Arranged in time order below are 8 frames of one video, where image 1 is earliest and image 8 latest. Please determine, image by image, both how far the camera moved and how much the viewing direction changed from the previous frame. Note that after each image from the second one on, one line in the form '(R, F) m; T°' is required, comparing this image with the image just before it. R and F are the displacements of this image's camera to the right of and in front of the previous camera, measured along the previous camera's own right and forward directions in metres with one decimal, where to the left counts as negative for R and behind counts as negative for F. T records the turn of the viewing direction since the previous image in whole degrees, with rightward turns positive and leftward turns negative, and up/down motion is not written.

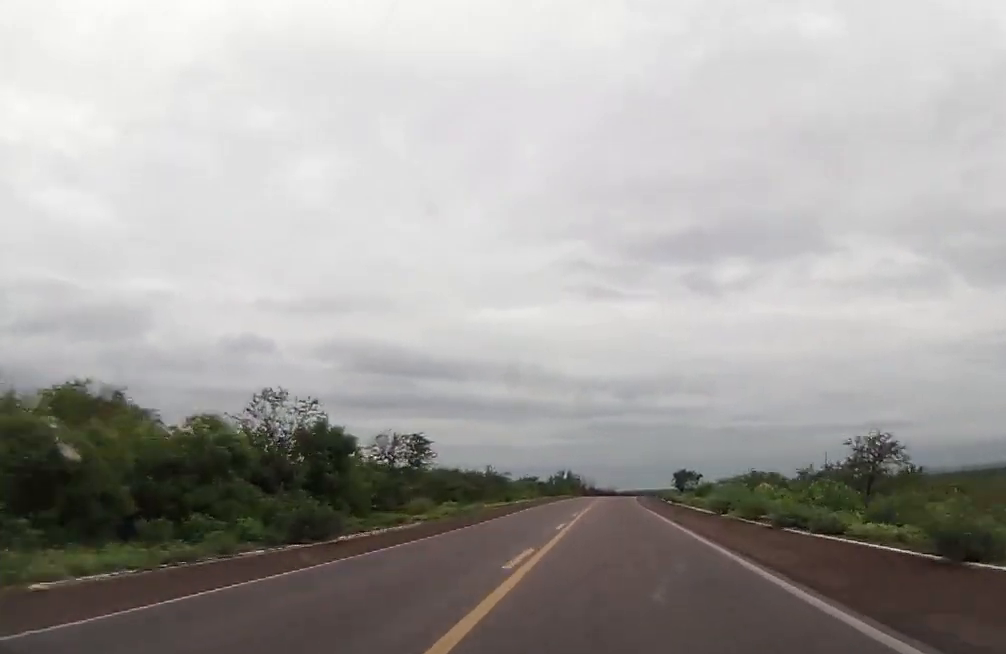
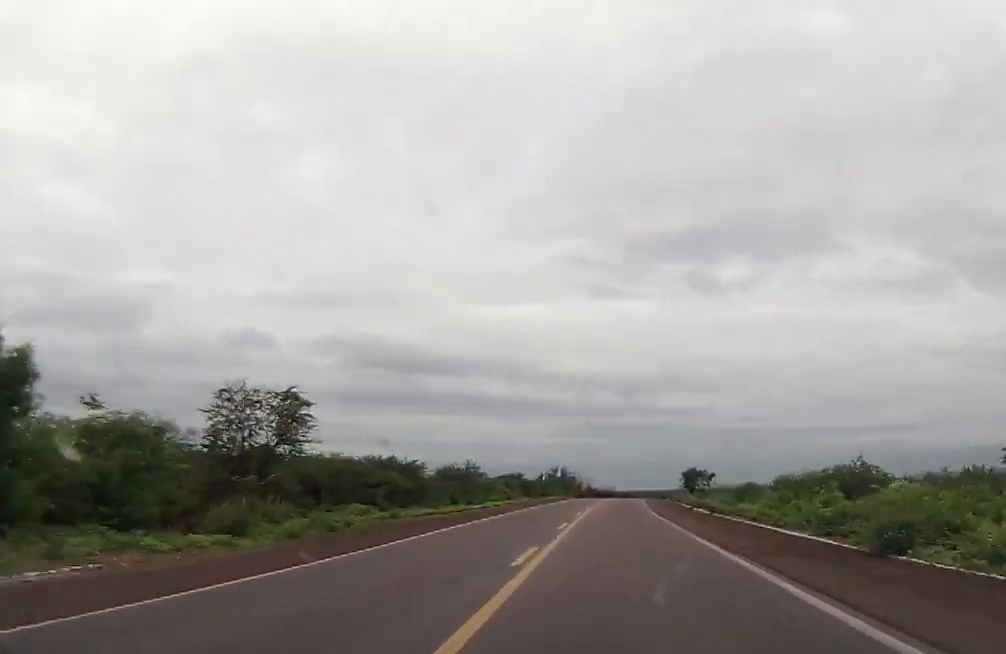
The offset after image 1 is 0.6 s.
(+0.1, +23.7) m; 0°
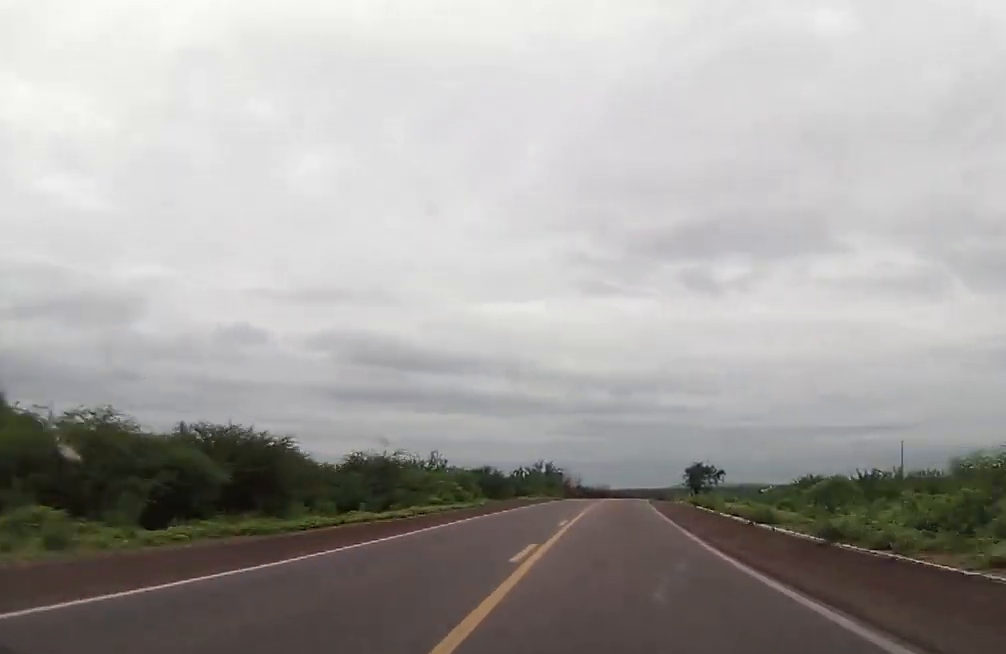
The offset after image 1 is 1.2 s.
(-0.3, +23.4) m; 0°
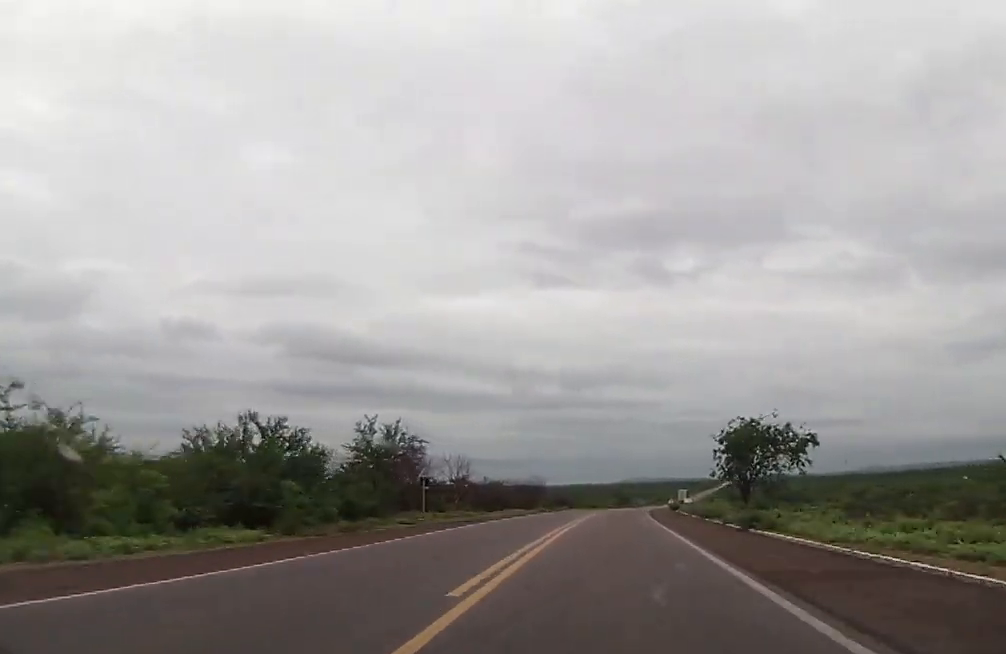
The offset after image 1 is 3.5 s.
(+1.9, +88.1) m; +3°
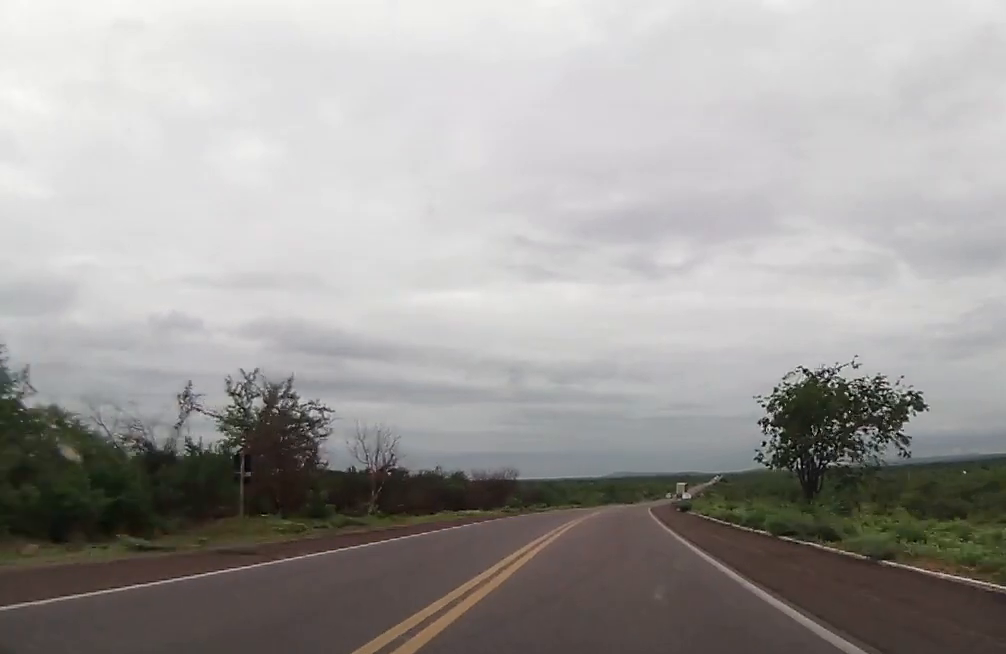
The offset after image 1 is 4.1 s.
(-0.3, +21.3) m; +1°
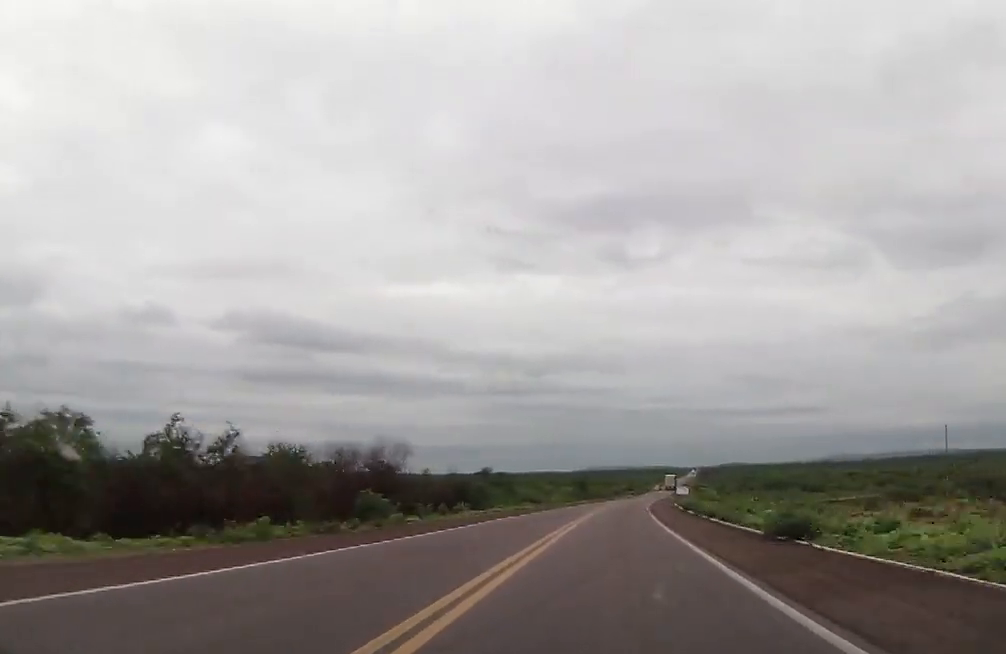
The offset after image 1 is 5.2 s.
(+0.6, +42.7) m; +2°
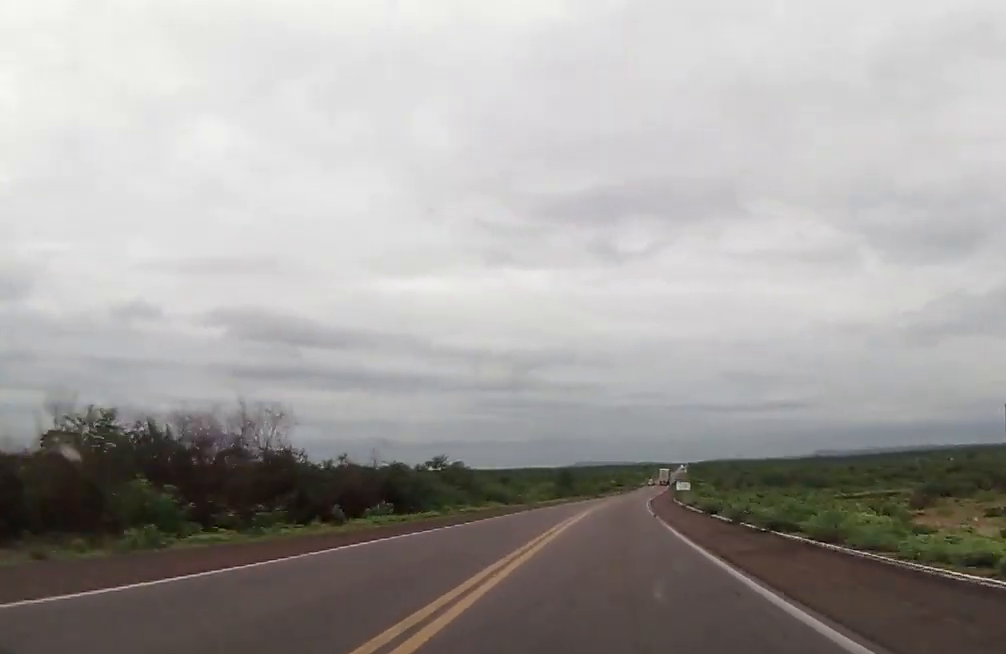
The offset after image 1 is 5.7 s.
(+0.2, +18.9) m; +1°
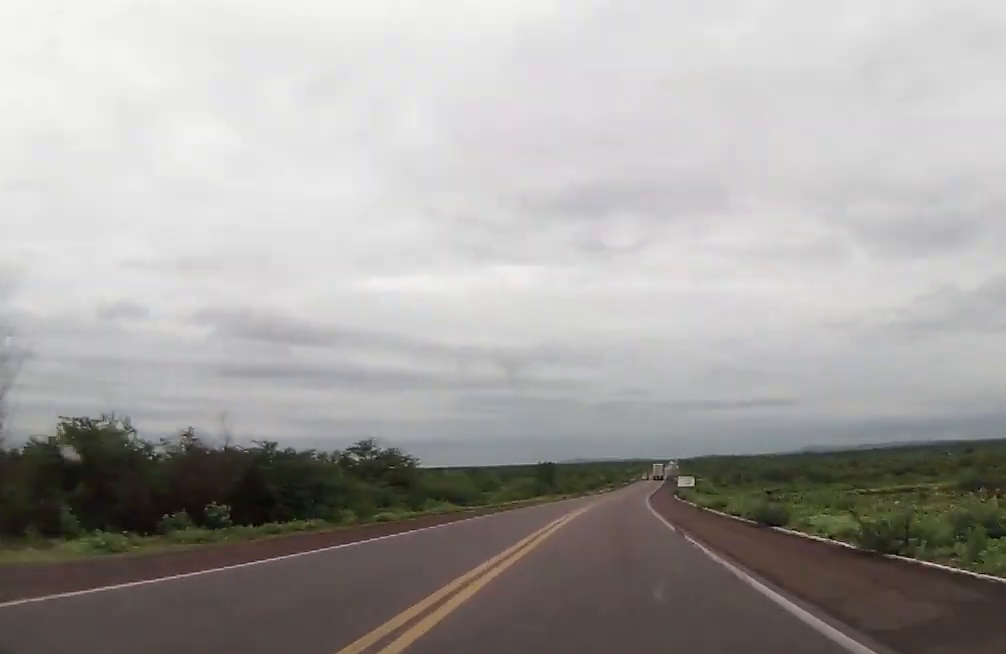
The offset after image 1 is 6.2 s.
(+0.2, +17.7) m; 0°
